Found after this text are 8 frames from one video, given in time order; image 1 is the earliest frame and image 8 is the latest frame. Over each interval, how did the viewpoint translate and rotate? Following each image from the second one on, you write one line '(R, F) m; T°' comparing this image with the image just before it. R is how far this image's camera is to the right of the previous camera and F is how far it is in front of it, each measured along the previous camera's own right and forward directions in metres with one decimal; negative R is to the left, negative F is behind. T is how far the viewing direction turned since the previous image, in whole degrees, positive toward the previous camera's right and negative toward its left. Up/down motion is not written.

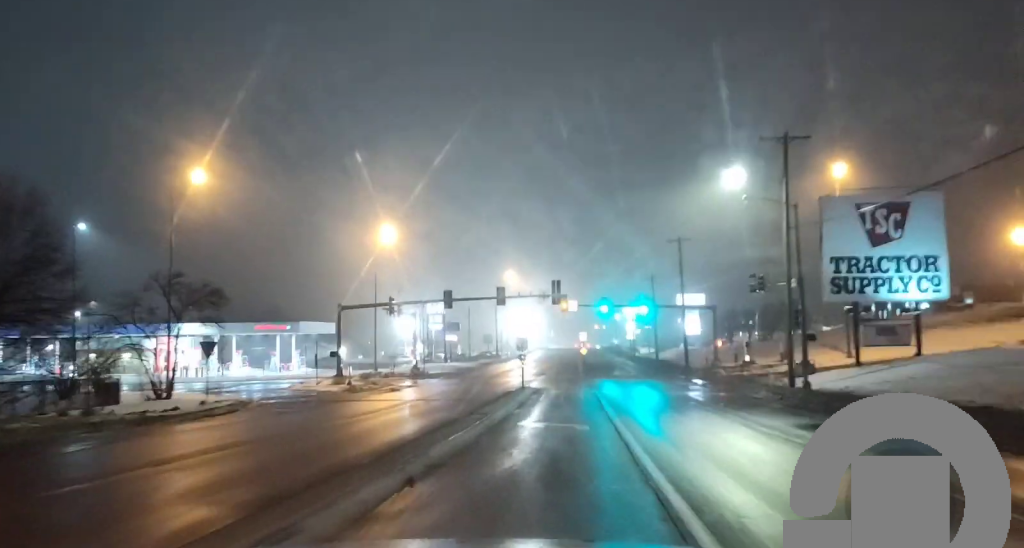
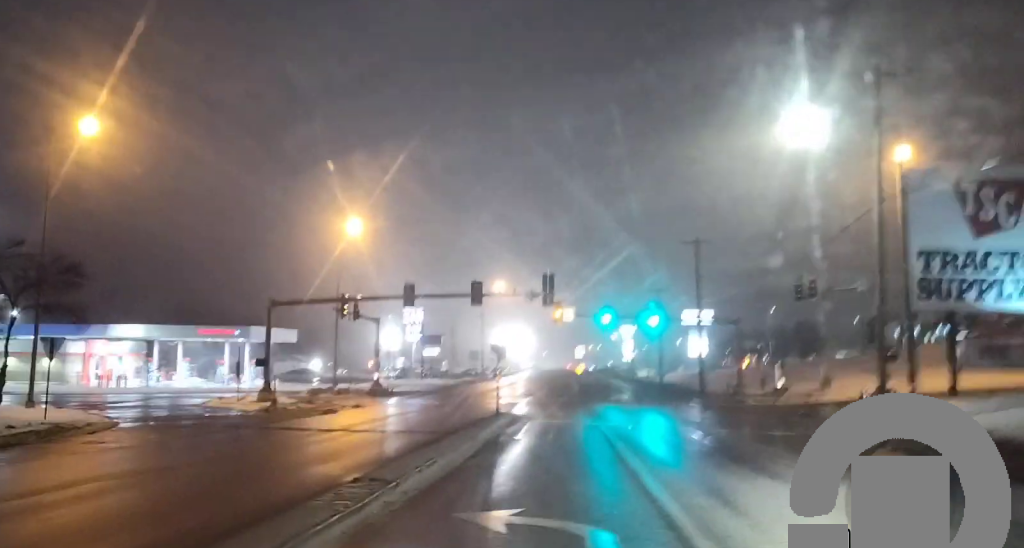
(+0.1, +13.1) m; +1°
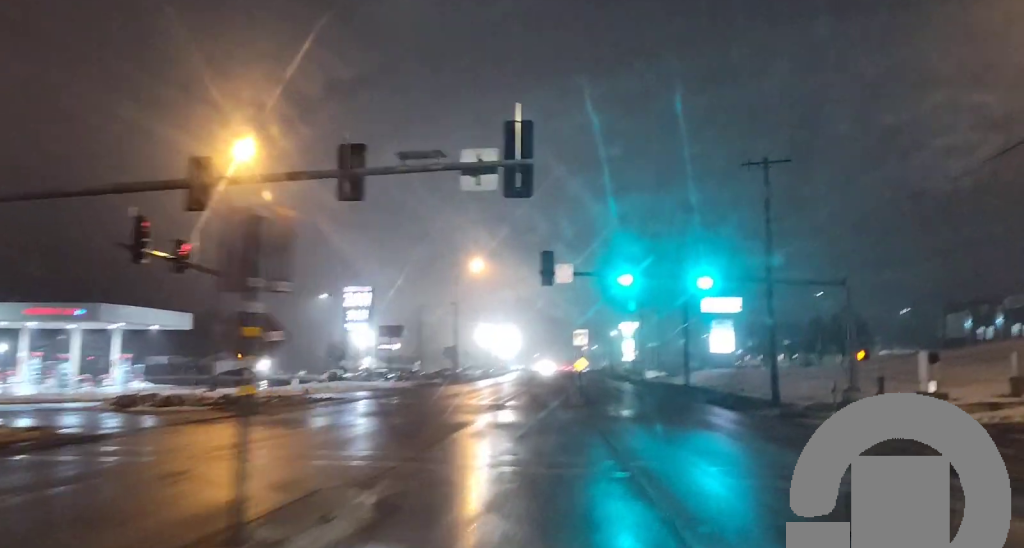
(+0.3, +25.6) m; 0°
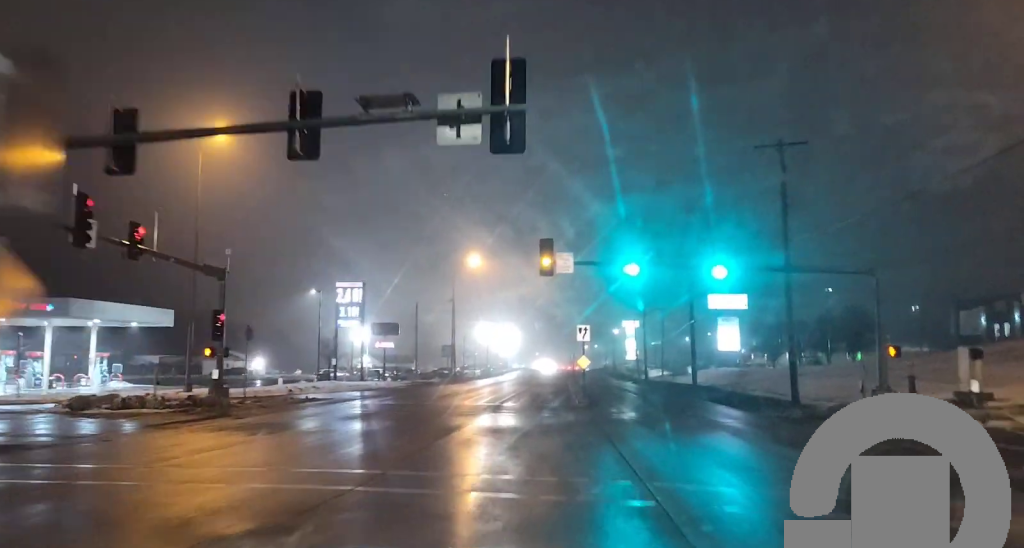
(0.0, +3.2) m; -2°
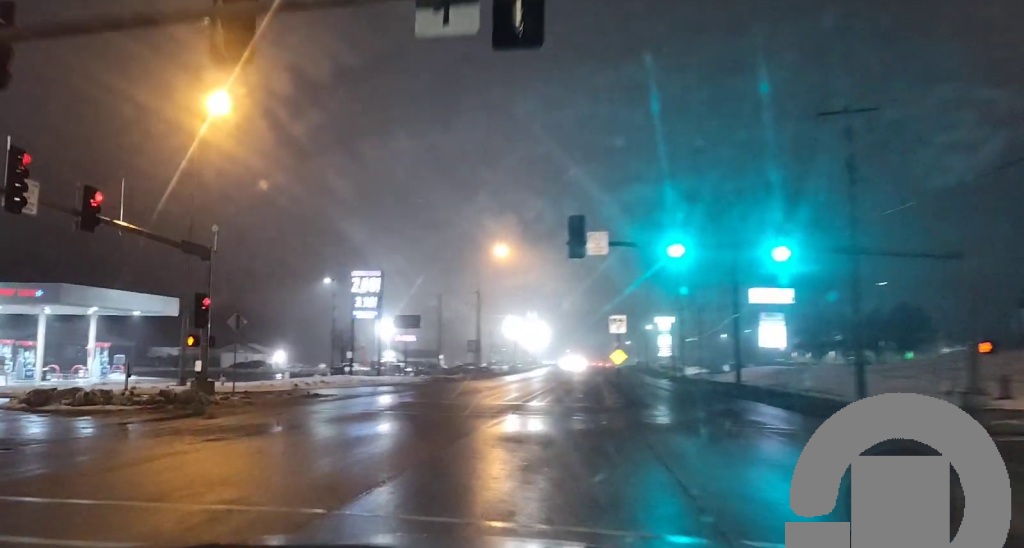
(0.0, +4.7) m; -3°
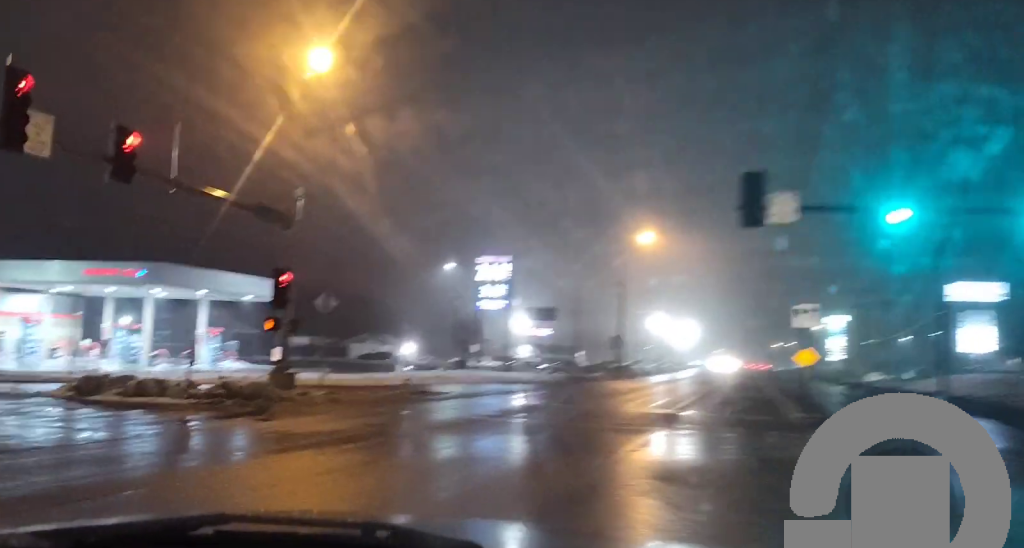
(-0.2, +6.1) m; -10°
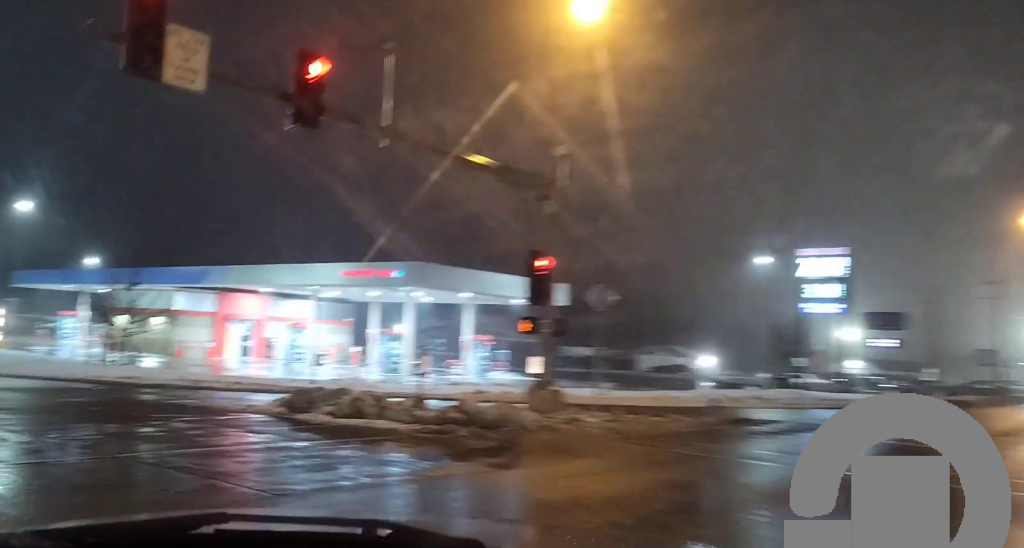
(-1.1, +6.5) m; -21°
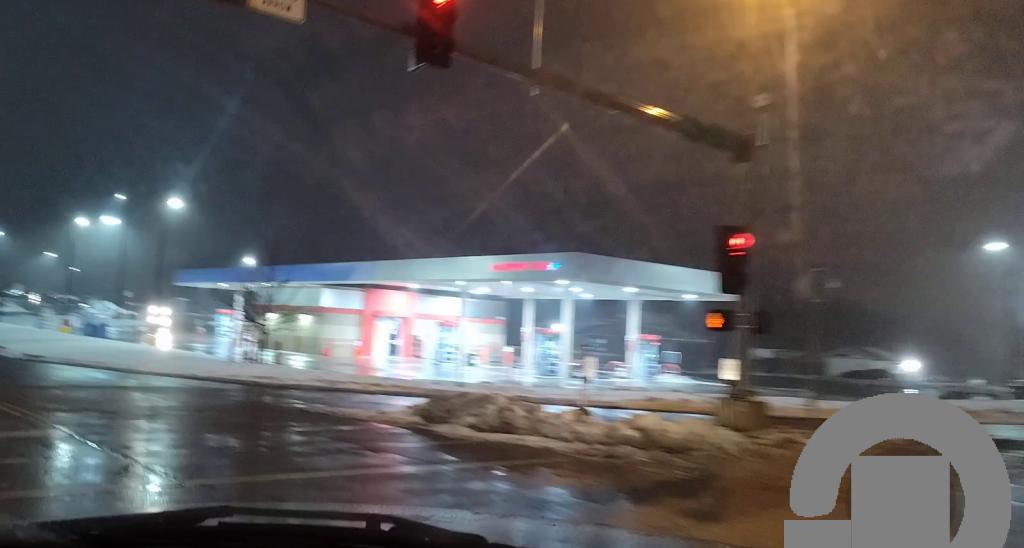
(-0.6, +3.0) m; -11°
